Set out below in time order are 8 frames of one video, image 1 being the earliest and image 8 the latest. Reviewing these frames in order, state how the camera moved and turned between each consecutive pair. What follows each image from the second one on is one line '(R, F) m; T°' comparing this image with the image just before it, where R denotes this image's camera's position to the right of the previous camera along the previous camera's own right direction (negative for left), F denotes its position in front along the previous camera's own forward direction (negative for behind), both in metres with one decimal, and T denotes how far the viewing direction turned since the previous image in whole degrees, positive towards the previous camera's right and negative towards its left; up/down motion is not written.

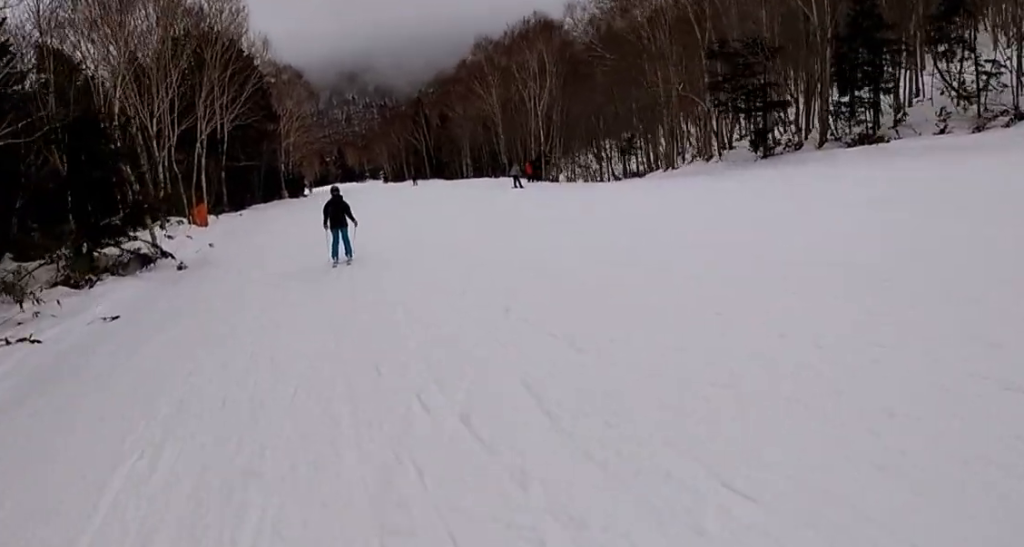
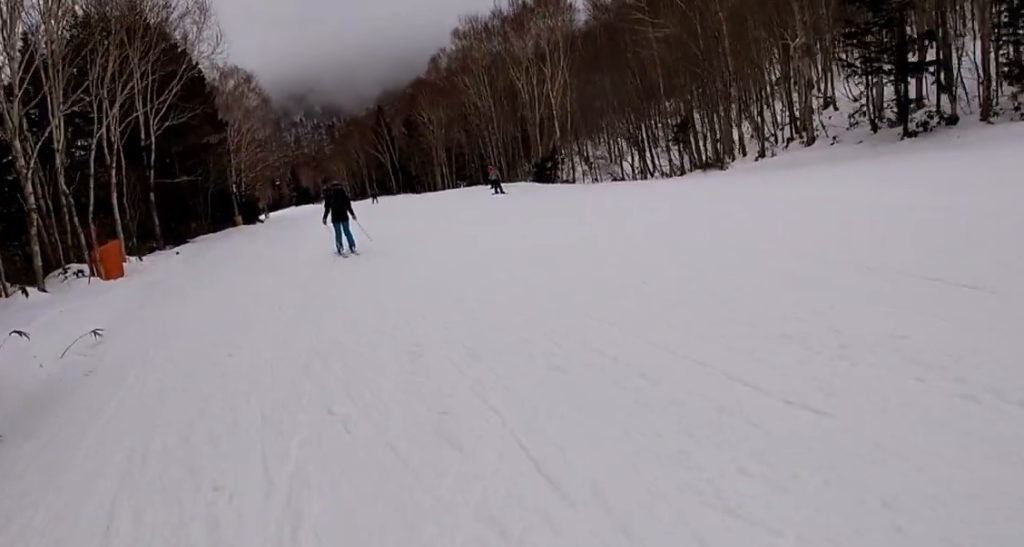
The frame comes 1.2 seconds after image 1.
(-0.2, +9.4) m; -2°
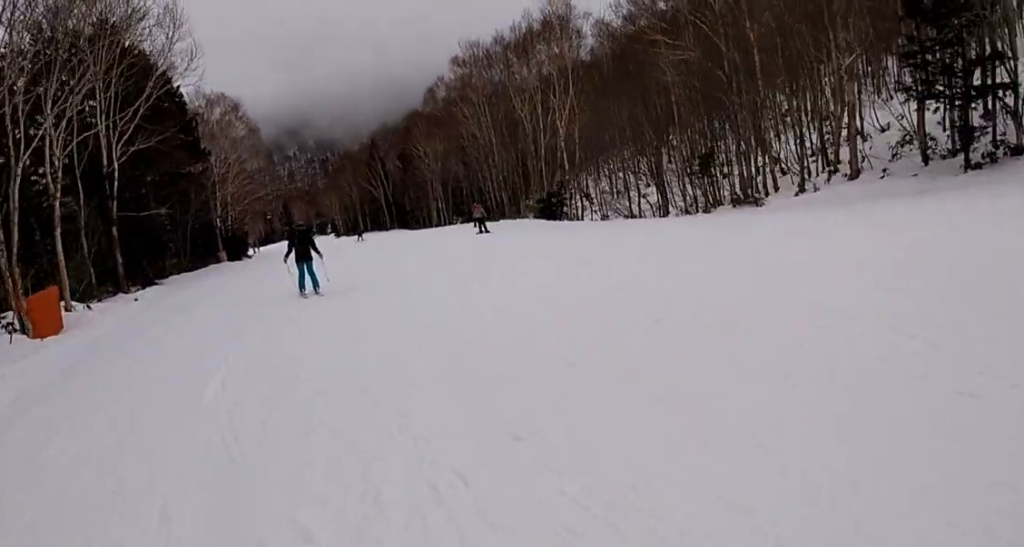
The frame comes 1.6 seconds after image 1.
(-0.1, +2.9) m; +3°
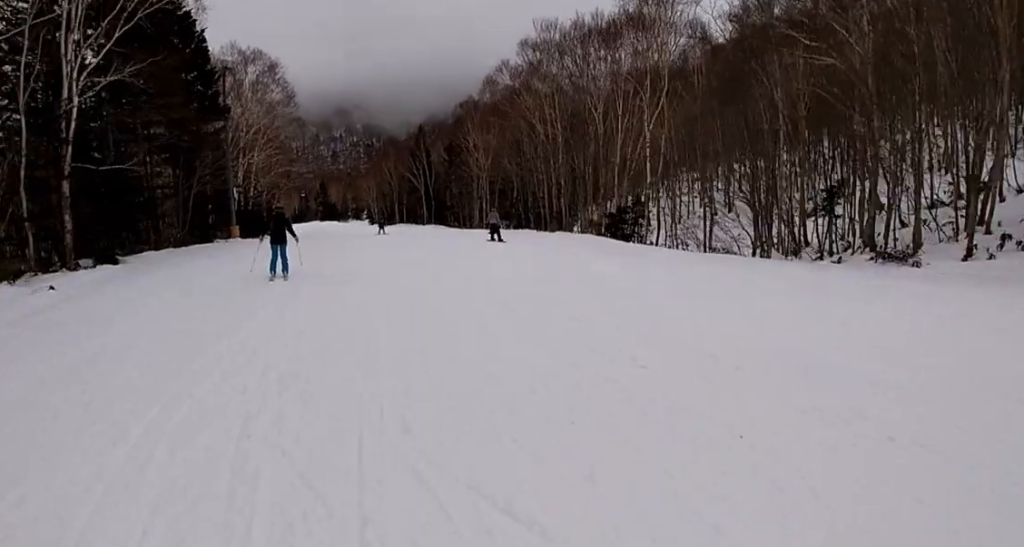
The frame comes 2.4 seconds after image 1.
(0.0, +5.4) m; +4°
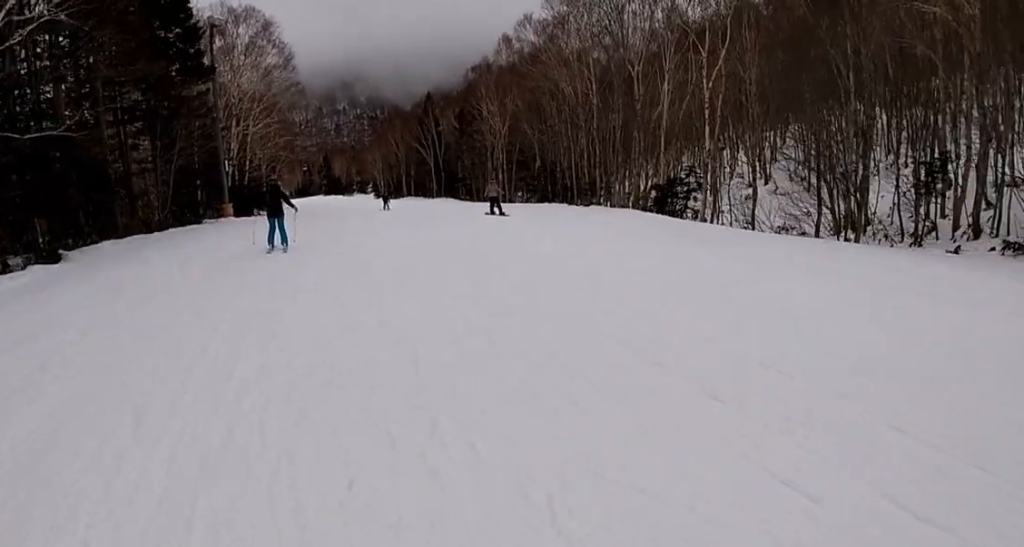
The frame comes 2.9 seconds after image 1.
(+0.6, +3.8) m; -1°
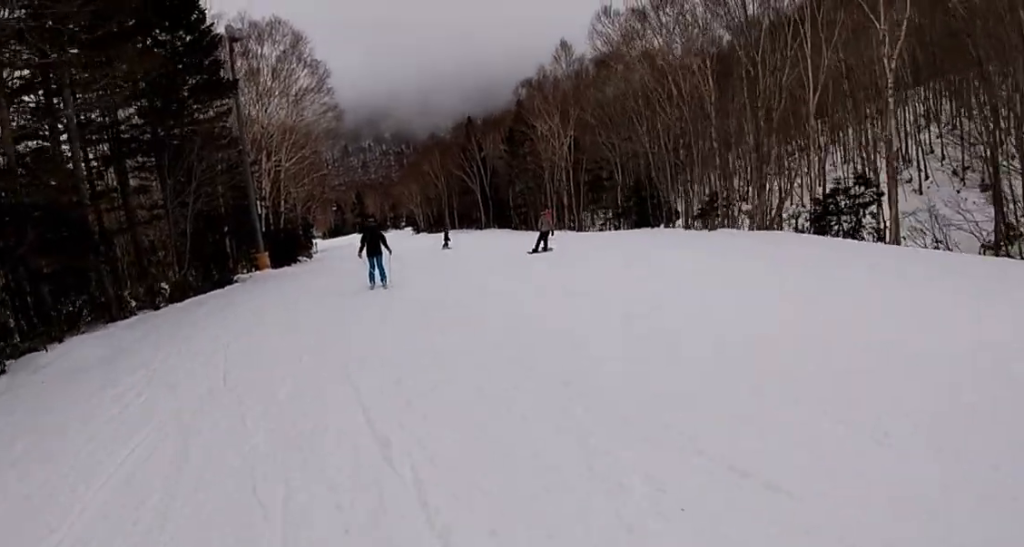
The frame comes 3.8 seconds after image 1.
(-0.6, +6.9) m; -9°
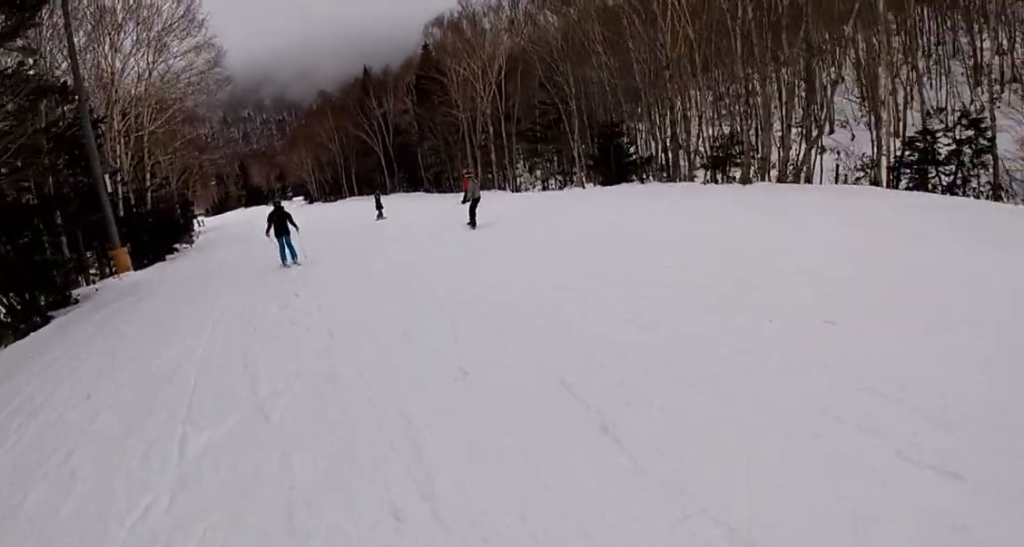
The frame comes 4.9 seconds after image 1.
(-0.7, +8.5) m; +4°
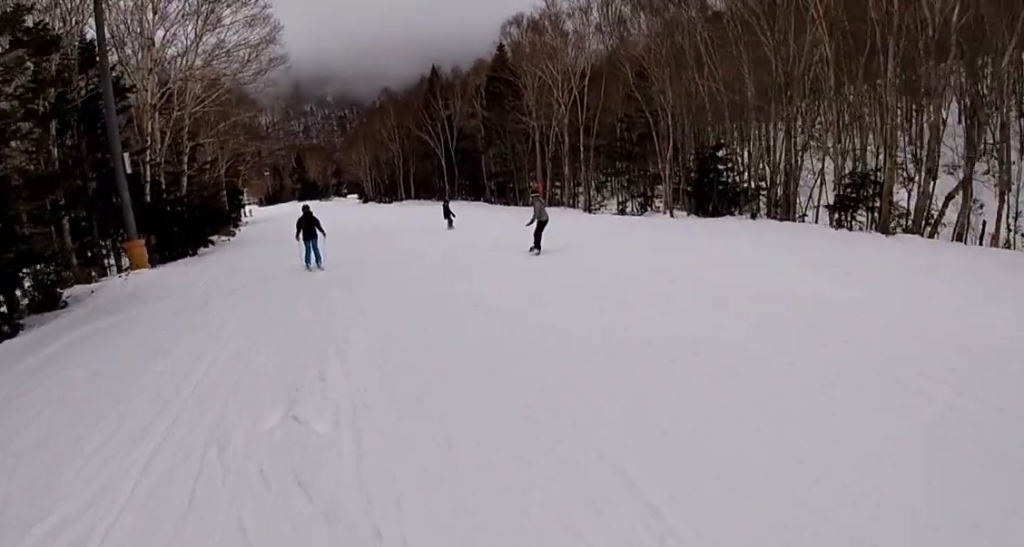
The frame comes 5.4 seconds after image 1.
(+0.3, +3.9) m; +4°
